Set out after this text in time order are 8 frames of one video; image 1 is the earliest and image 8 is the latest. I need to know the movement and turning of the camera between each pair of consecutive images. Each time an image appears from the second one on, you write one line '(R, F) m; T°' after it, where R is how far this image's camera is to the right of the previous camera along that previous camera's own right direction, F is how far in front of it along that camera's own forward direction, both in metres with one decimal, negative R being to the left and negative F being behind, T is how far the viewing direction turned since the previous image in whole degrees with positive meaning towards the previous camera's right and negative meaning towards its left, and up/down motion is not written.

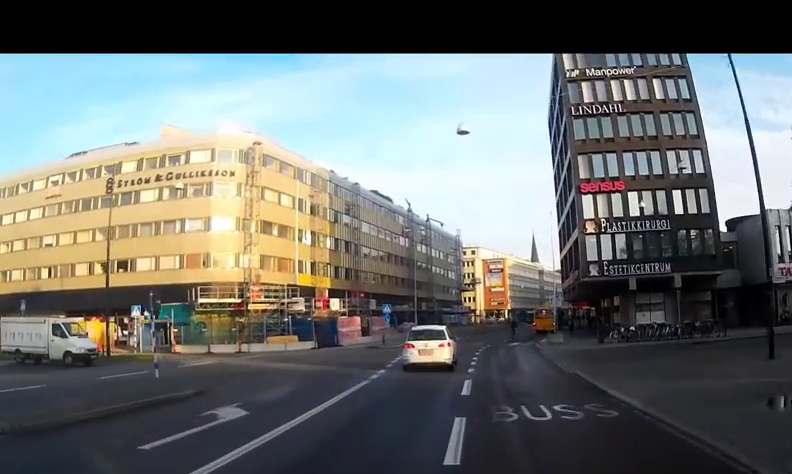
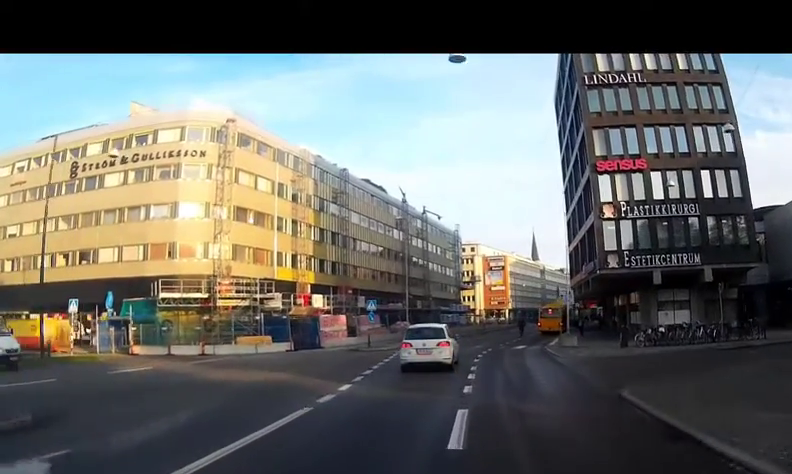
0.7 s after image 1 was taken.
(0.0, +5.6) m; 0°
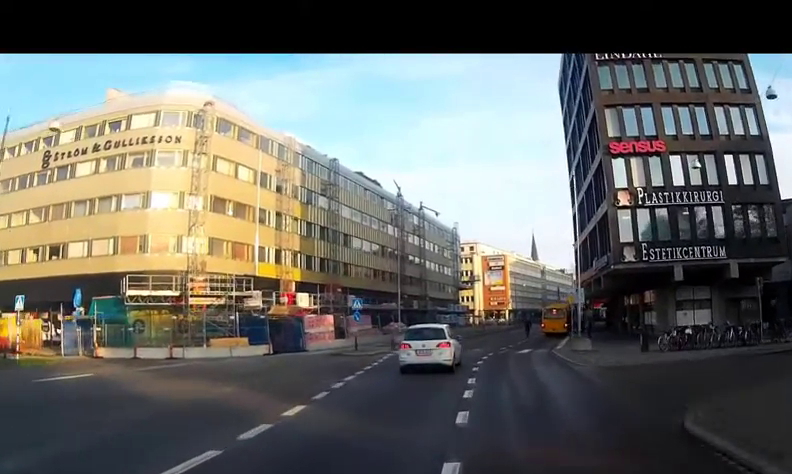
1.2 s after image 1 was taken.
(-0.1, +4.1) m; +1°
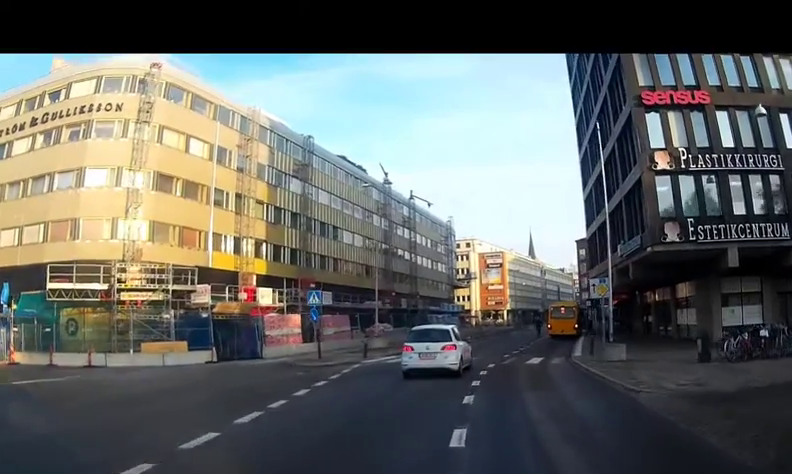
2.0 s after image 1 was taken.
(+0.2, +7.0) m; +2°
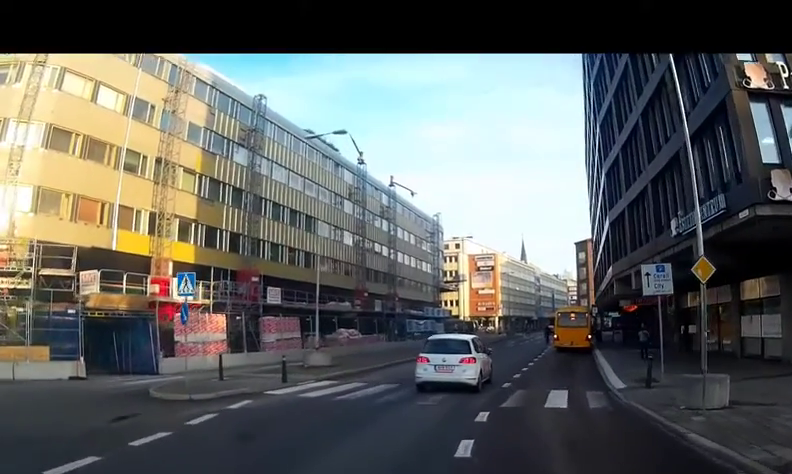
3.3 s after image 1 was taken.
(+0.1, +9.8) m; +1°
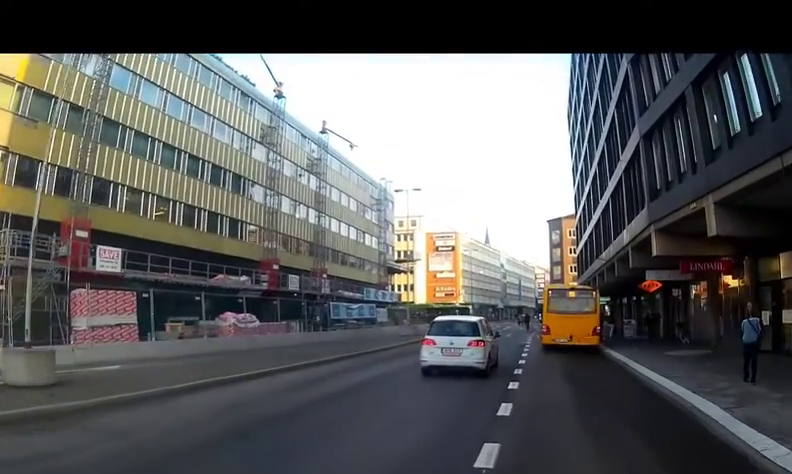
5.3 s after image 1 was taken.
(+0.3, +13.7) m; +3°
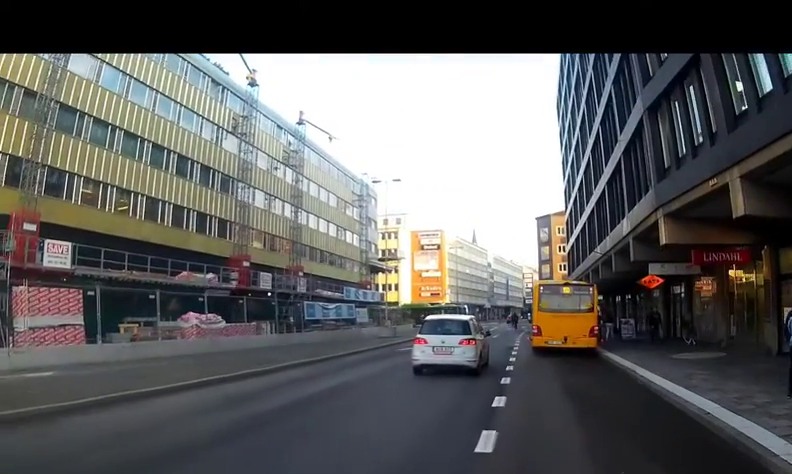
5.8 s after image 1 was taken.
(0.0, +2.6) m; 0°
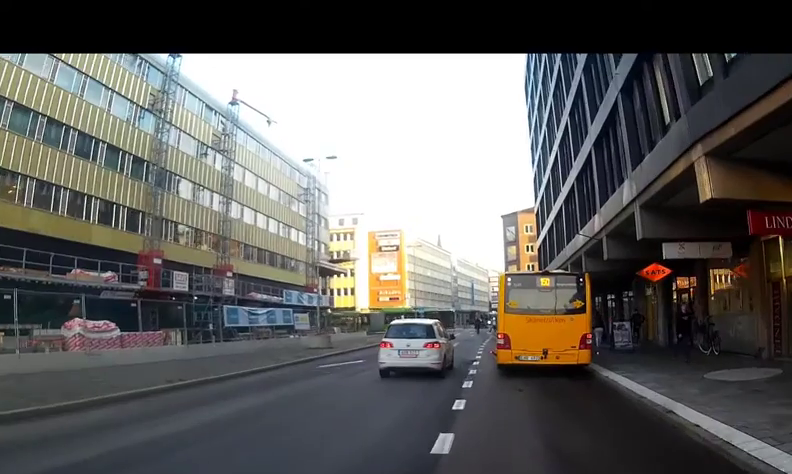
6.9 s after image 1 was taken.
(0.0, +6.6) m; +1°
